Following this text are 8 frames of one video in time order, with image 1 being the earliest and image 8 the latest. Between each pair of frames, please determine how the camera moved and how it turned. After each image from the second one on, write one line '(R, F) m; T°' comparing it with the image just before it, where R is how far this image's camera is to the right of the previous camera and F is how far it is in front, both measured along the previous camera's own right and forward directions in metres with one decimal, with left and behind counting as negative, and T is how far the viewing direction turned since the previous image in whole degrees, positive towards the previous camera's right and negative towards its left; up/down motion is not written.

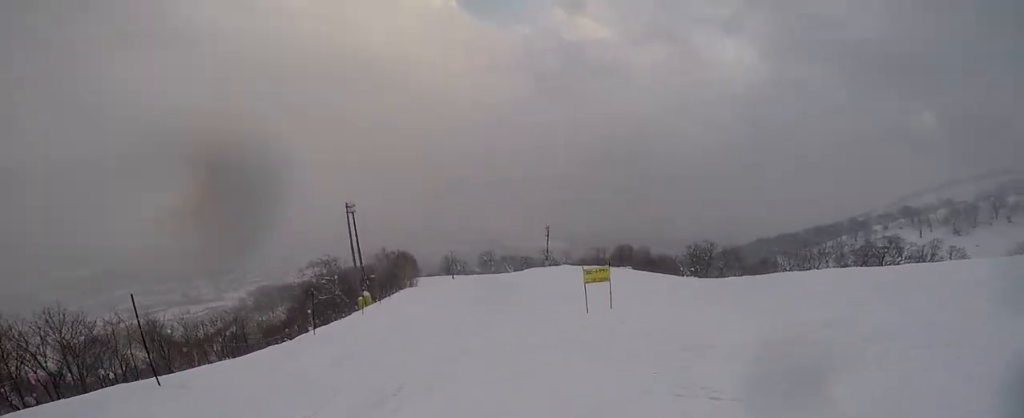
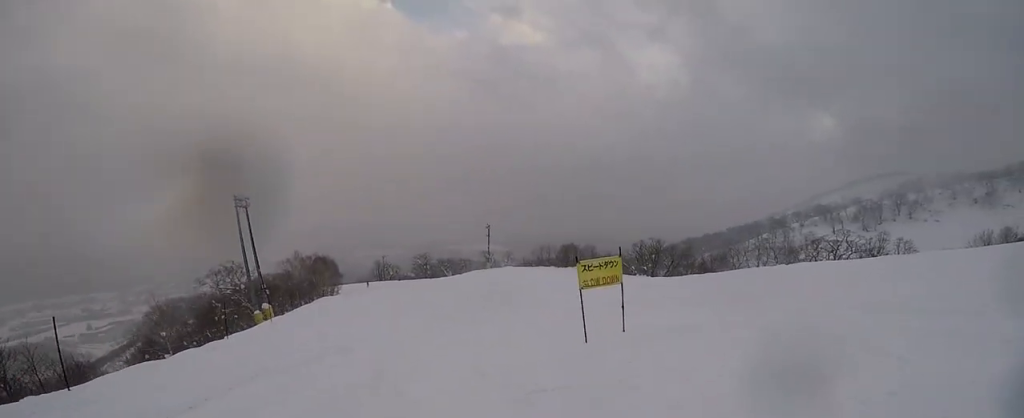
(+1.0, +6.8) m; -1°
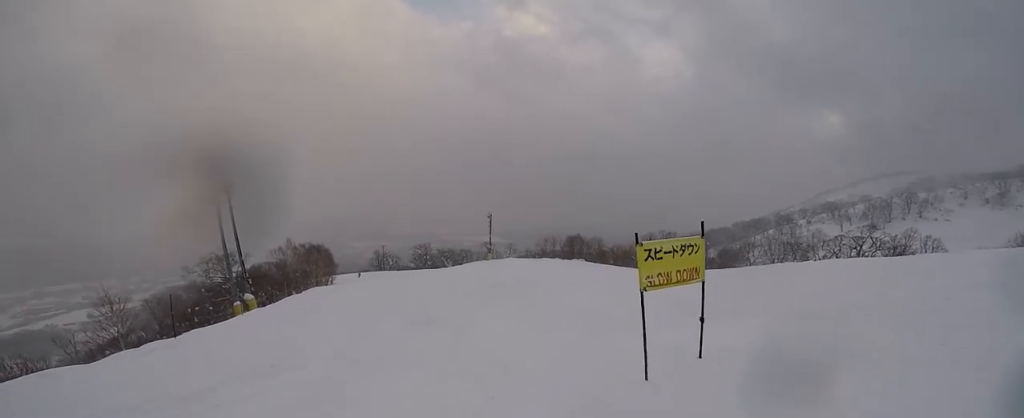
(+0.1, +3.1) m; -4°
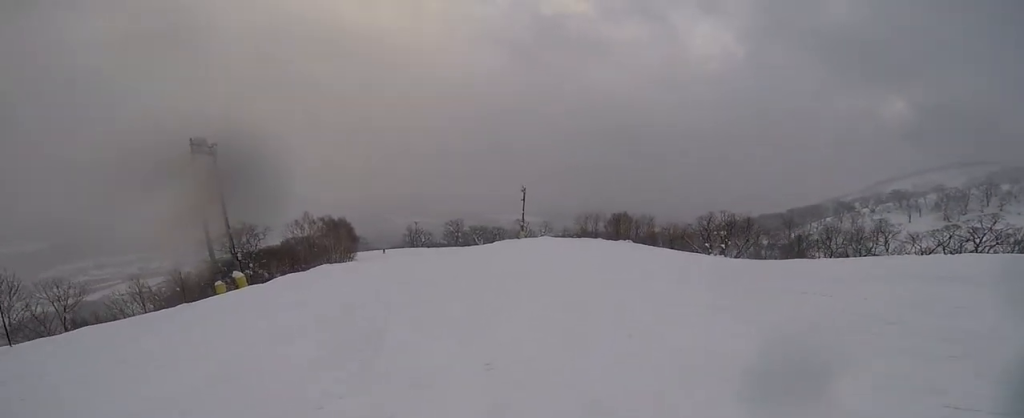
(-1.5, +7.2) m; -9°
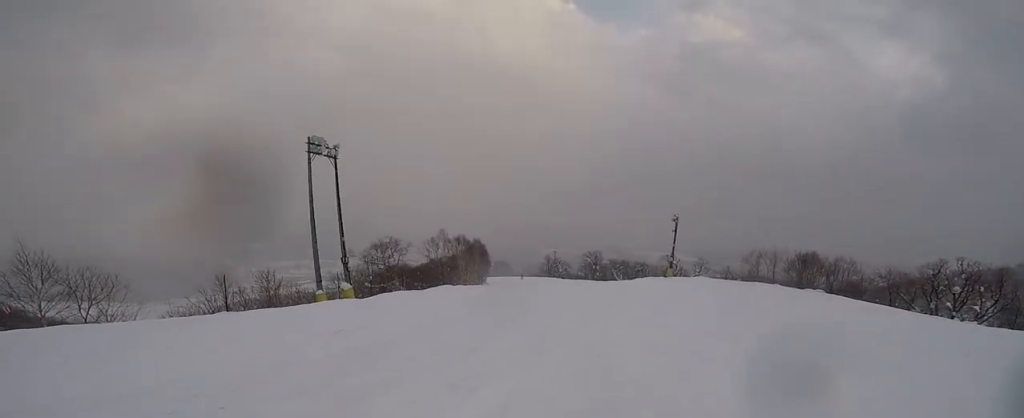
(+0.3, +7.2) m; -9°
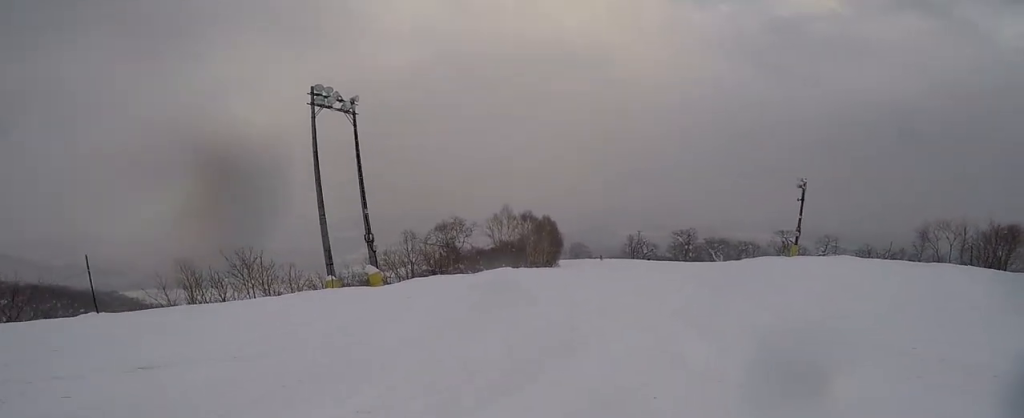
(-1.9, +8.3) m; -13°
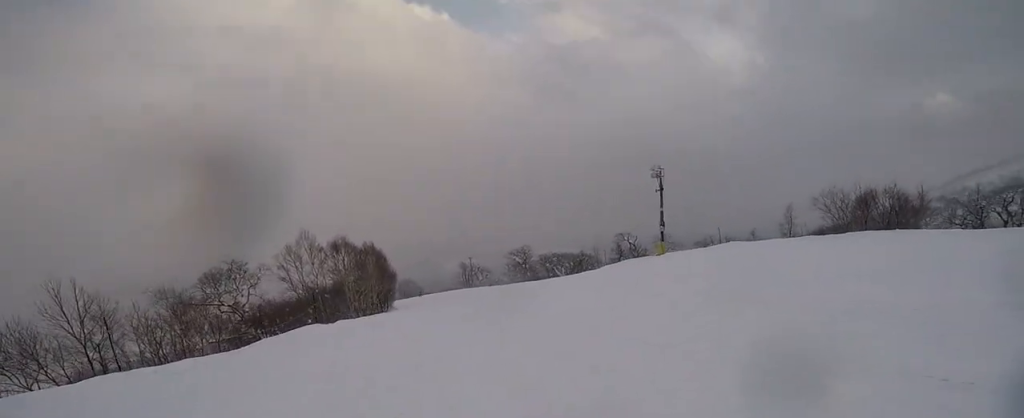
(+2.3, +11.2) m; +22°
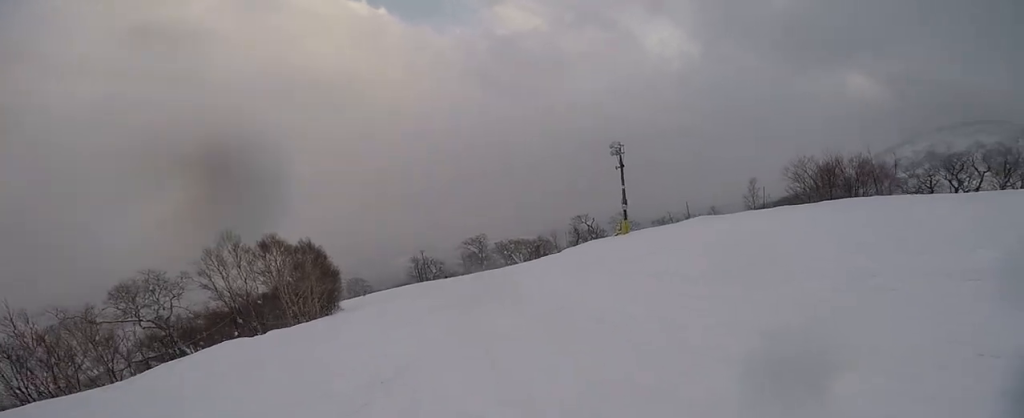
(-0.2, +3.1) m; +1°
